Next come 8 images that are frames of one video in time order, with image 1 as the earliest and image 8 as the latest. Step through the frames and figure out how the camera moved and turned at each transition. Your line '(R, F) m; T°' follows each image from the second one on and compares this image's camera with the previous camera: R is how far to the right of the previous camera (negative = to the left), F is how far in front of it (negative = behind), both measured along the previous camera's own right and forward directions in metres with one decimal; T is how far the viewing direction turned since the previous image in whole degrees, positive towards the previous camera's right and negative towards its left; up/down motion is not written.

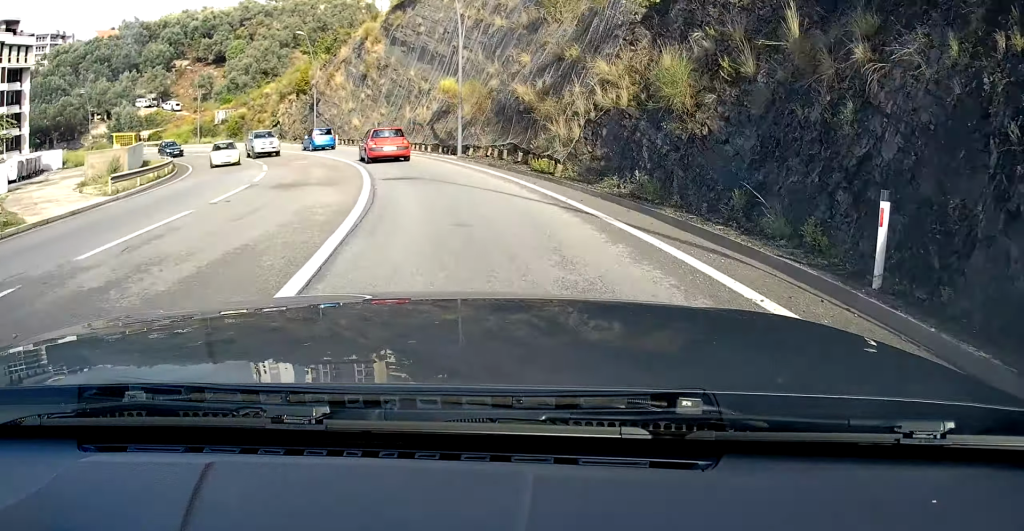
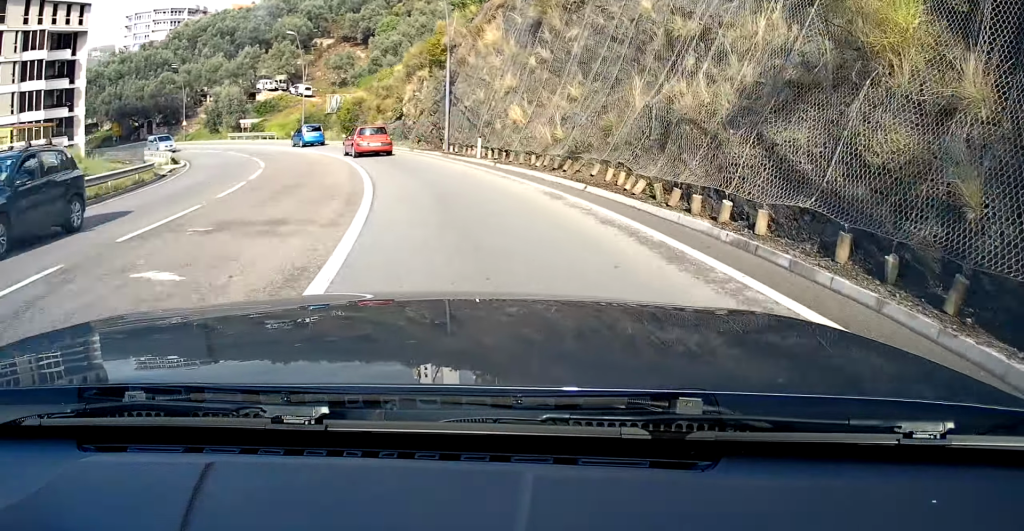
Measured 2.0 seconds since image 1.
(-3.7, +26.5) m; -15°
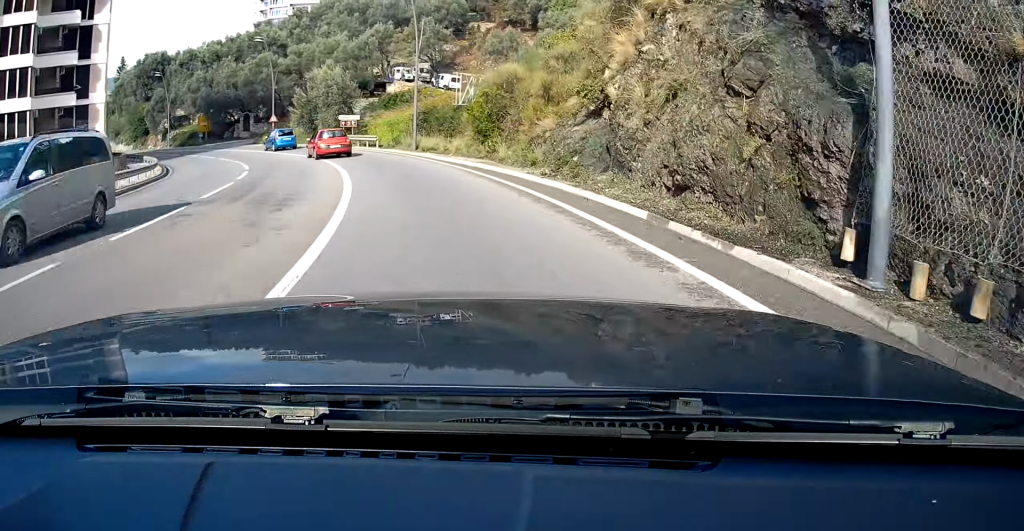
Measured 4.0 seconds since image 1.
(-3.5, +26.2) m; -16°
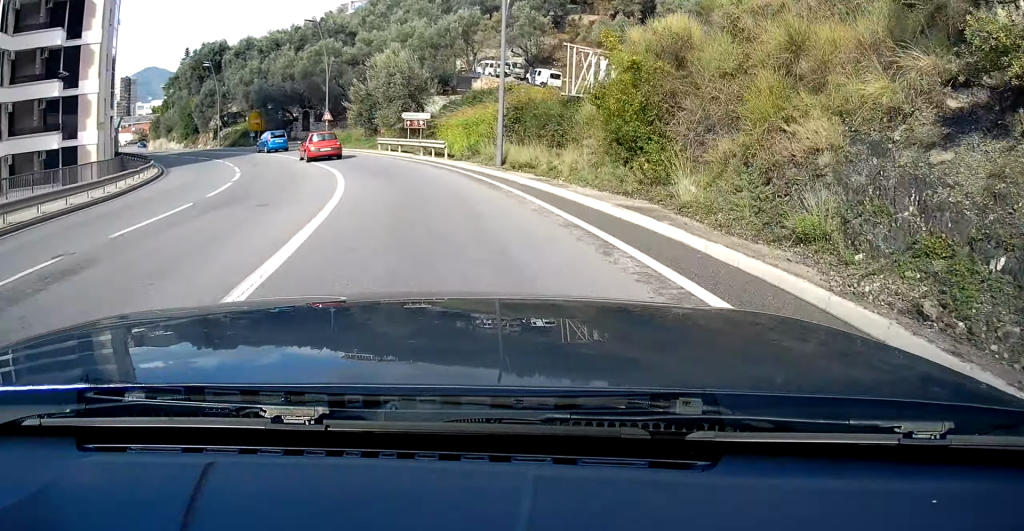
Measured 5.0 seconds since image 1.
(-0.6, +13.1) m; -8°
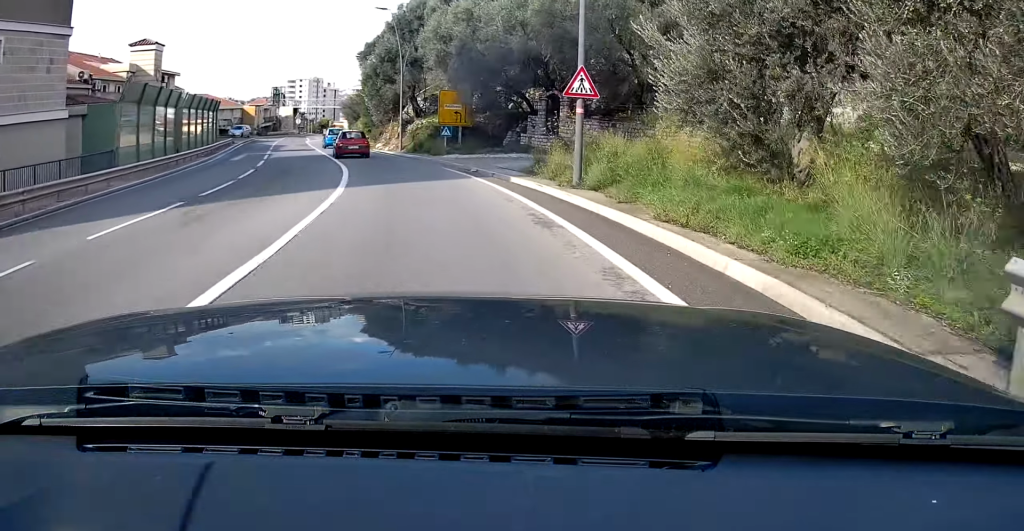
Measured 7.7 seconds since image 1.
(-7.0, +35.4) m; -21°
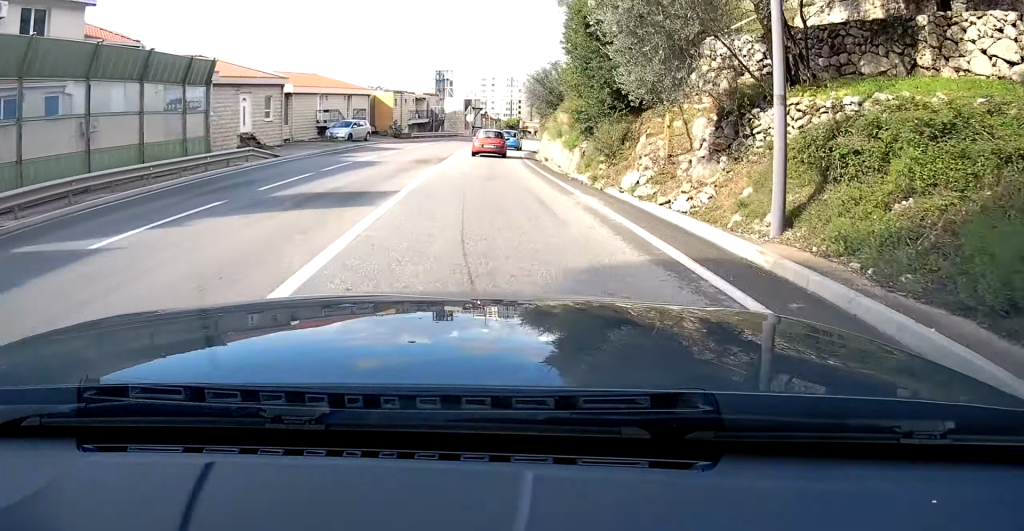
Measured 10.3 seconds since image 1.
(-6.1, +36.2) m; -12°
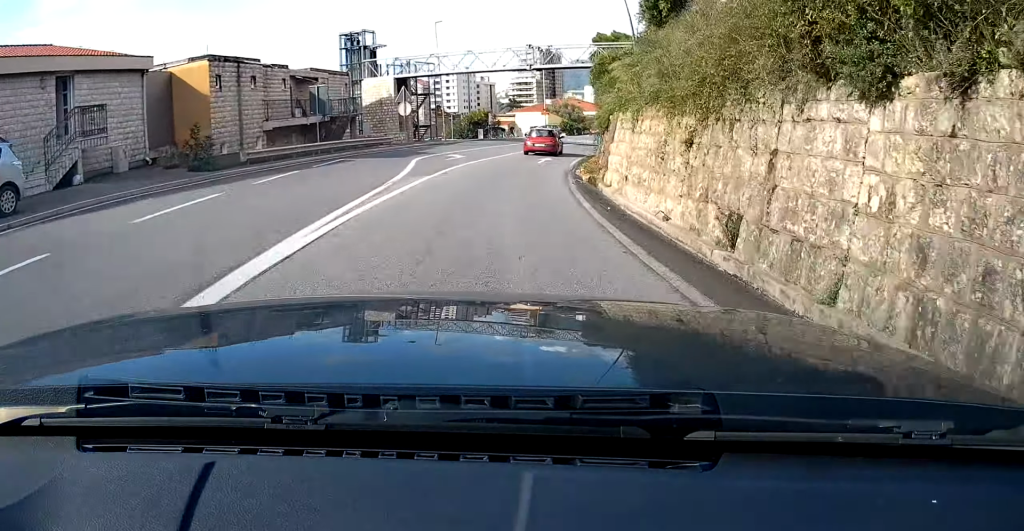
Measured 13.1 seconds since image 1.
(-0.3, +37.9) m; +5°
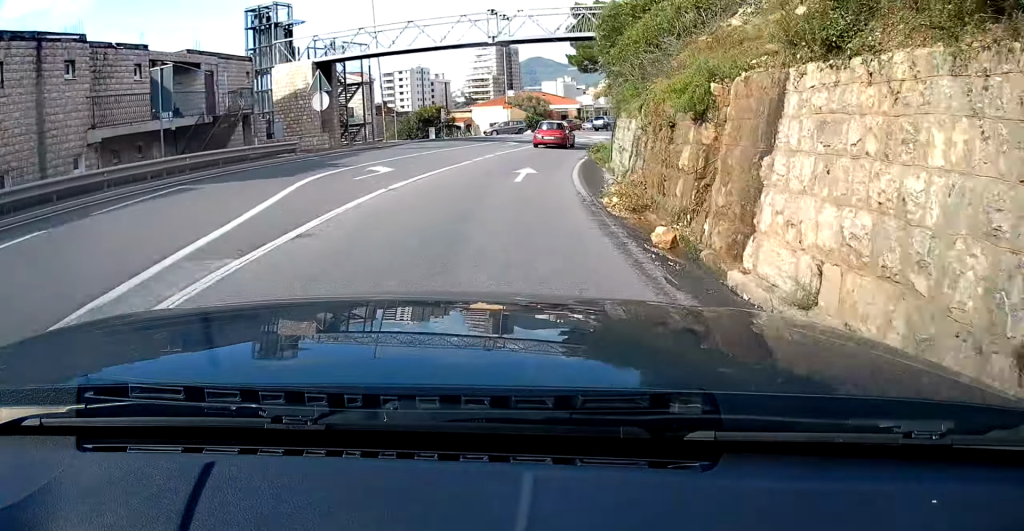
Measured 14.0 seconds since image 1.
(+0.8, +11.8) m; +5°
